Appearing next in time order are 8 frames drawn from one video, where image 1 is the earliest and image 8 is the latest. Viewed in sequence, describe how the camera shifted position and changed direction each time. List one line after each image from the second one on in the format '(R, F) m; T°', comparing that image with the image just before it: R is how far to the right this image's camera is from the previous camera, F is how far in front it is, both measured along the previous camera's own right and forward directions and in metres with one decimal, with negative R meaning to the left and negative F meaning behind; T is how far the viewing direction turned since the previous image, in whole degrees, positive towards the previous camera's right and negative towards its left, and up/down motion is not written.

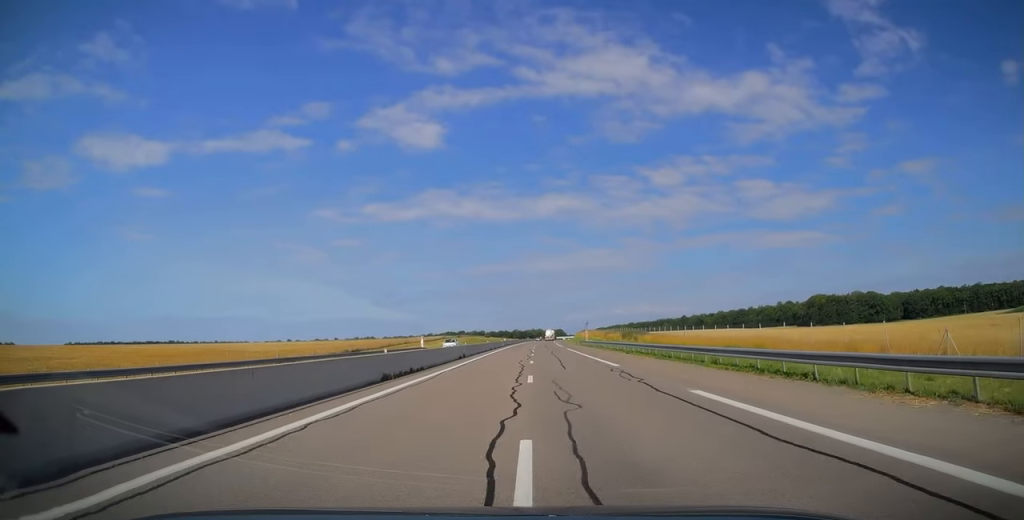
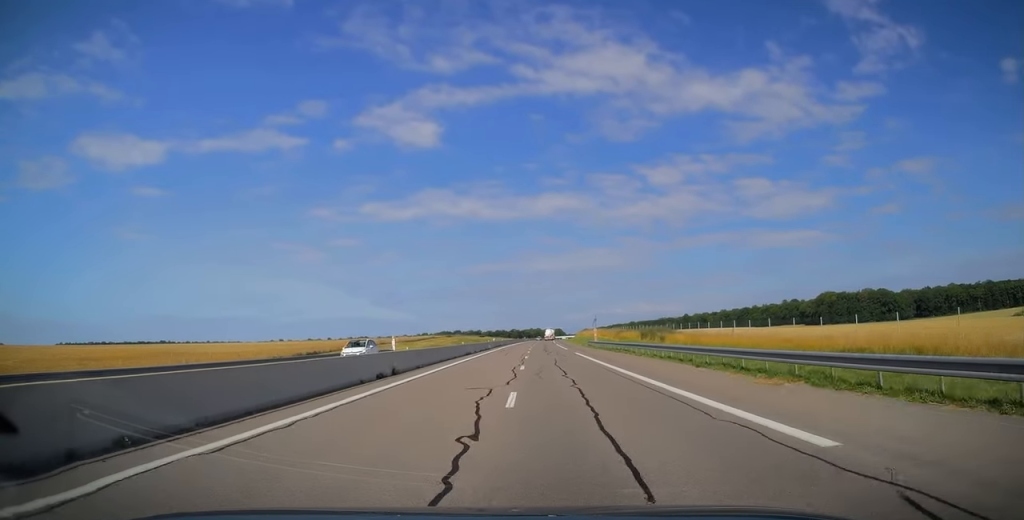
(-0.1, +20.6) m; 0°
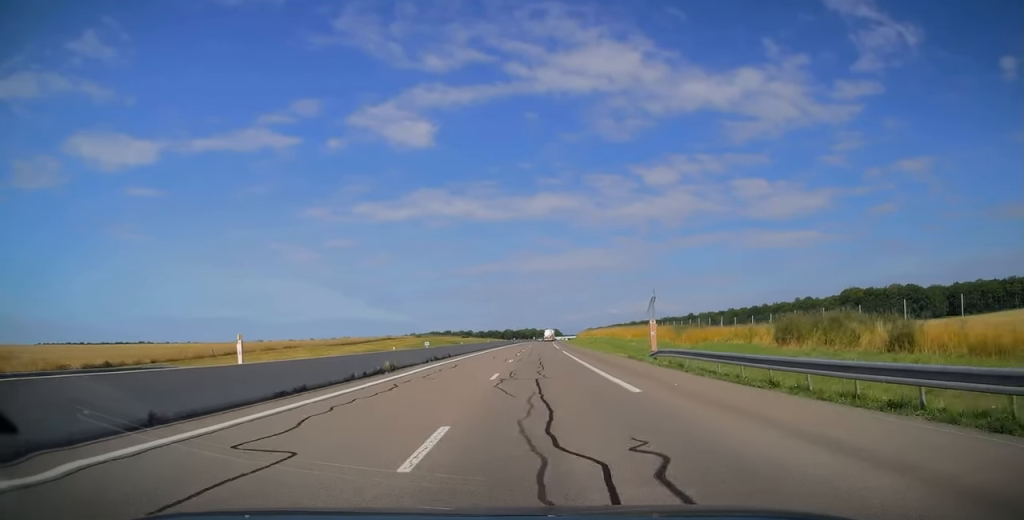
(+0.4, +46.6) m; +1°
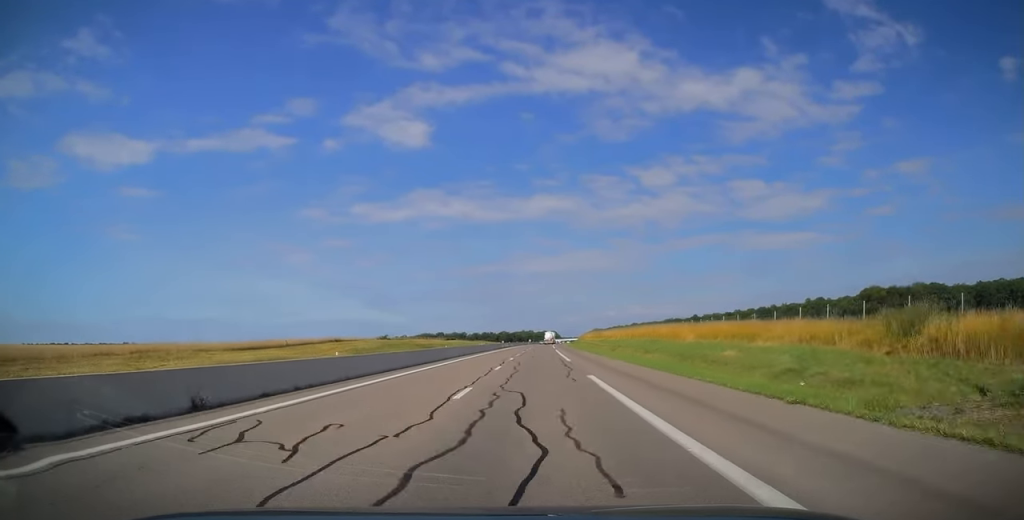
(+0.1, +32.4) m; 0°
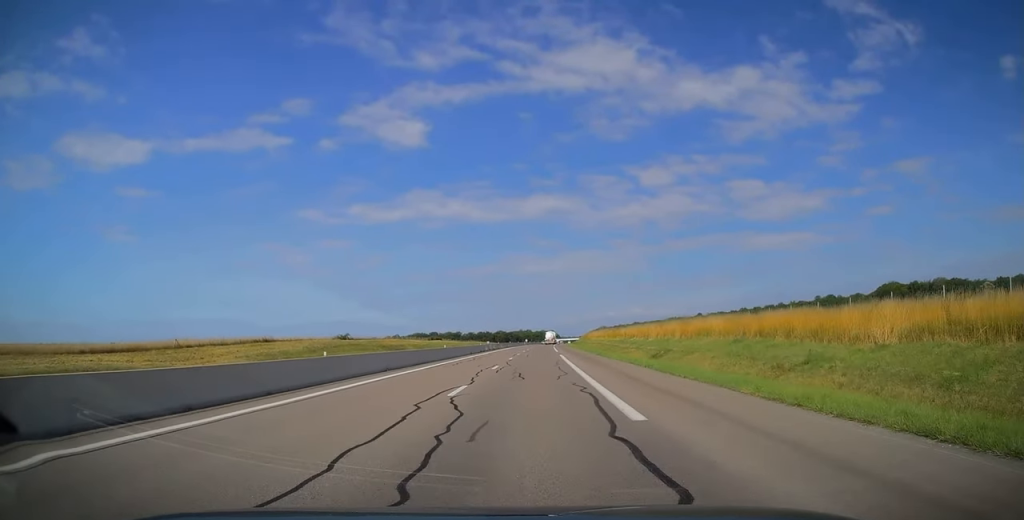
(-0.1, +25.6) m; 0°
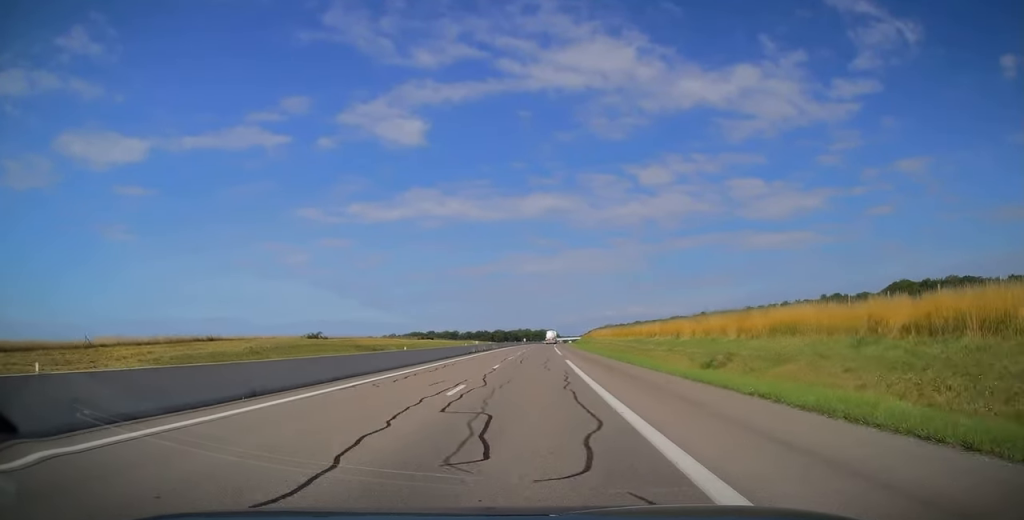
(0.0, +13.1) m; 0°
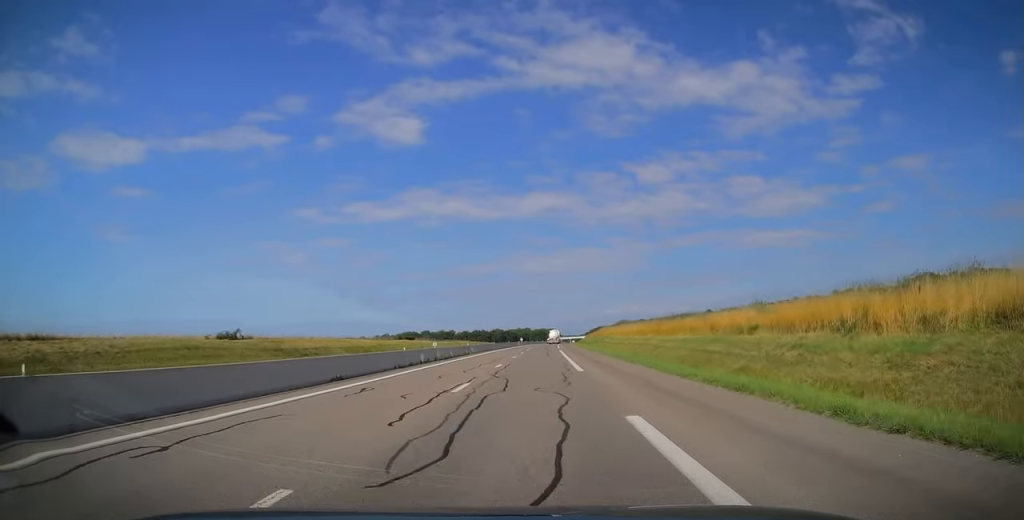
(-0.1, +25.8) m; +1°
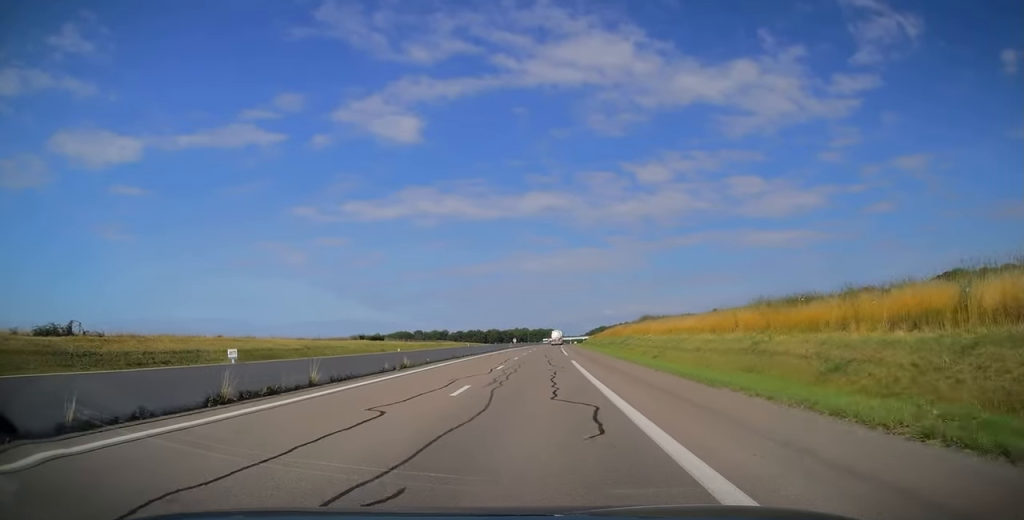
(+0.4, +26.9) m; +1°
